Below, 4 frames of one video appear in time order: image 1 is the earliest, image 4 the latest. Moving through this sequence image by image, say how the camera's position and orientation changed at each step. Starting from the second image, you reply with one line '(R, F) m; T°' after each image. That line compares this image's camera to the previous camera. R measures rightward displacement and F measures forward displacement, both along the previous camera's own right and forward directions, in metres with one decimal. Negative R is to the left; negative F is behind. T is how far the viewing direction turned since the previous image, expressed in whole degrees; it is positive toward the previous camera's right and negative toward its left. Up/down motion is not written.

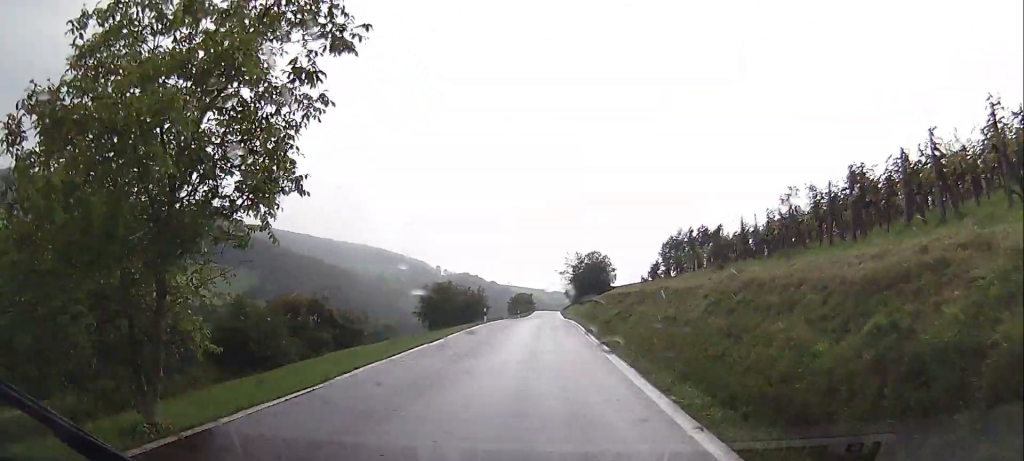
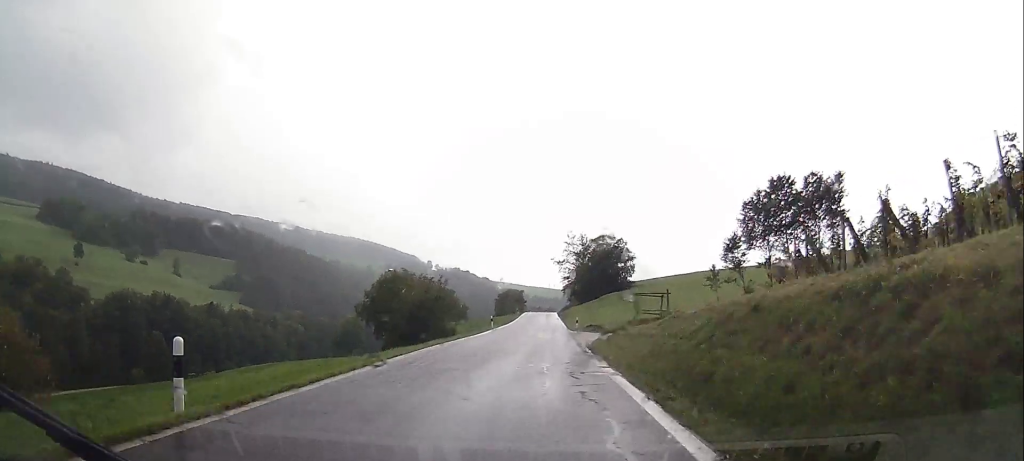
(0.0, +36.3) m; 0°
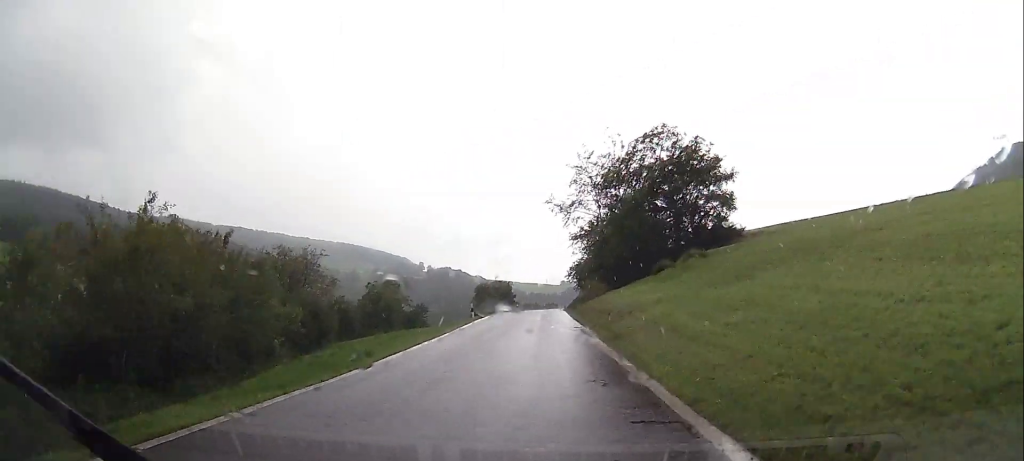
(+2.8, +57.1) m; +3°
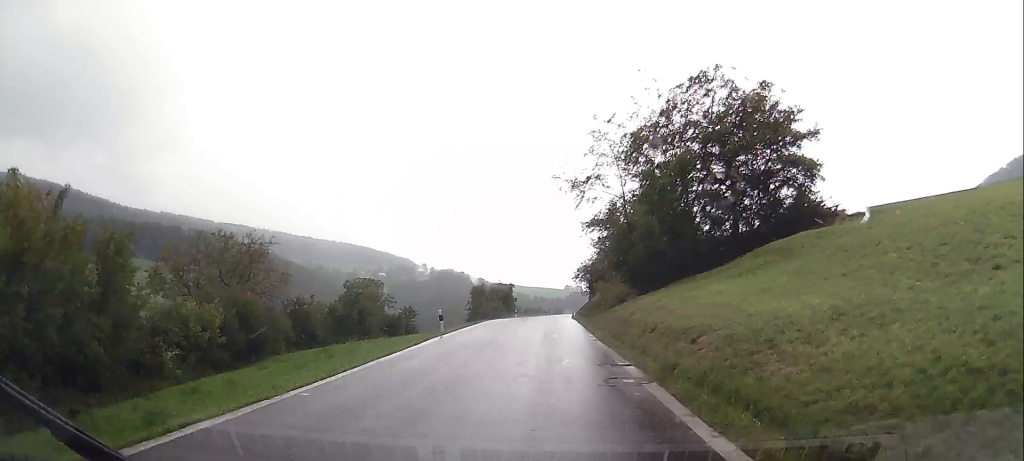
(-0.4, +13.3) m; -1°
